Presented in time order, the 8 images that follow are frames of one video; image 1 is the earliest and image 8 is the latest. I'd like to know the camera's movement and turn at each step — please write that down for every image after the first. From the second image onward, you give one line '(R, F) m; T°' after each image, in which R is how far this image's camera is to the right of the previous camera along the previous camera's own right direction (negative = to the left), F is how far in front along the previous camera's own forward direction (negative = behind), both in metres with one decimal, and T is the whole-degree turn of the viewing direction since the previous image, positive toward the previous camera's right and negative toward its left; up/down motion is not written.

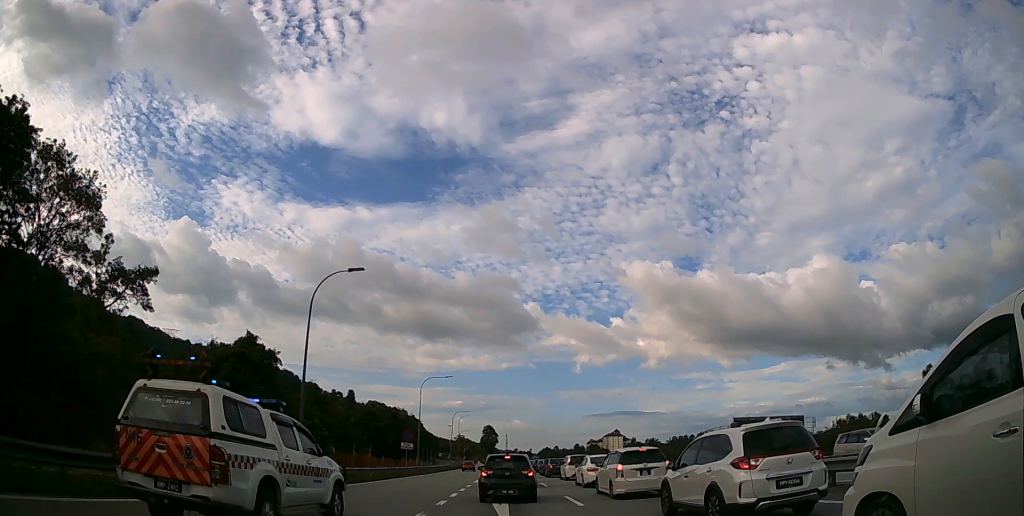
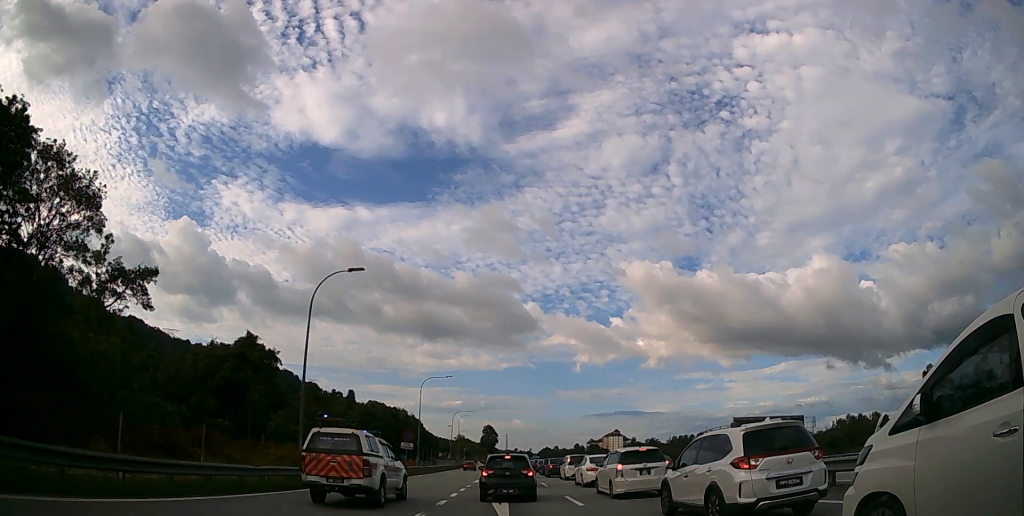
(0.0, 0.0) m; 0°
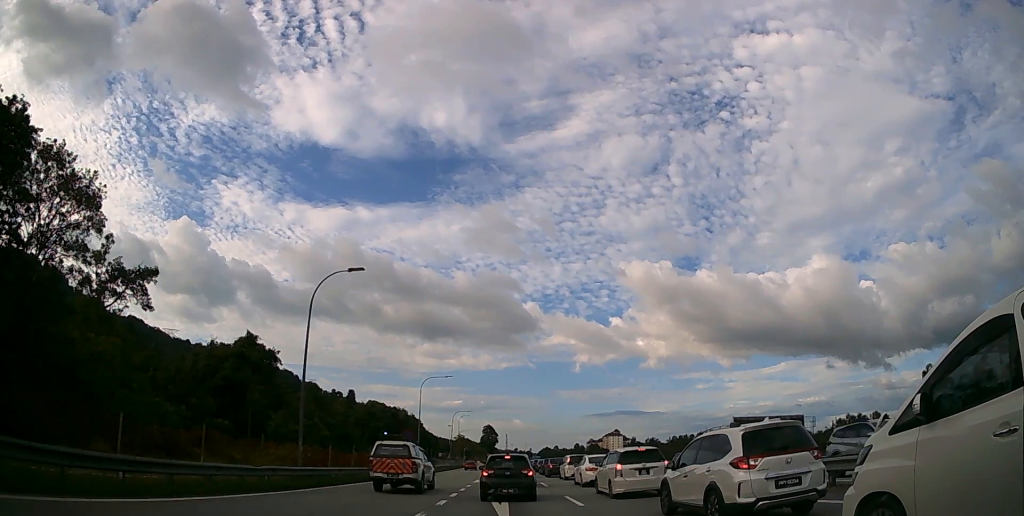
(0.0, 0.0) m; 0°
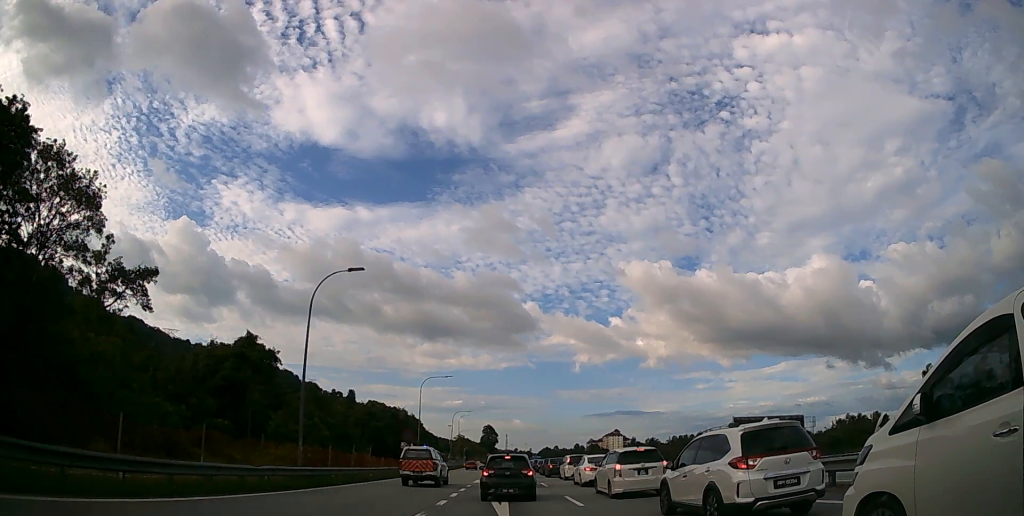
(0.0, 0.0) m; 0°
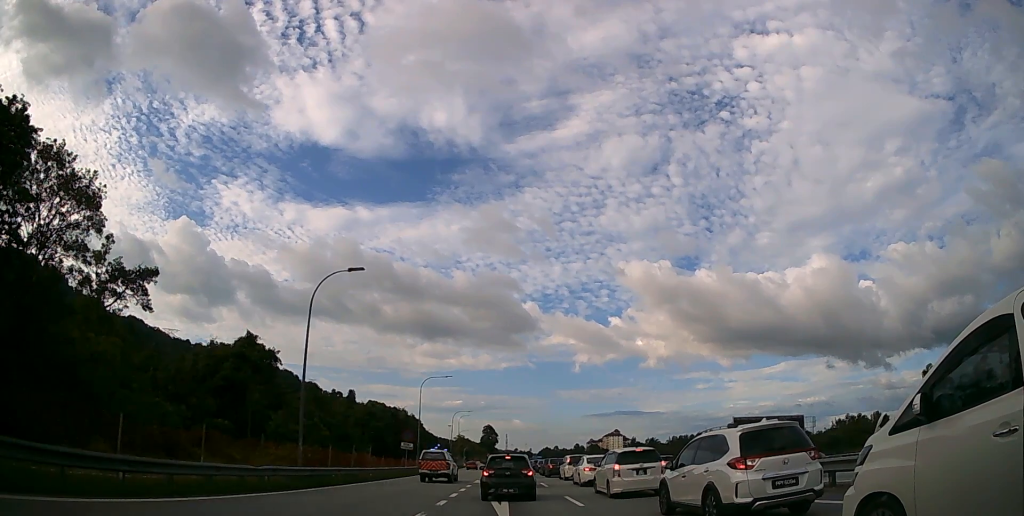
(0.0, 0.0) m; 0°
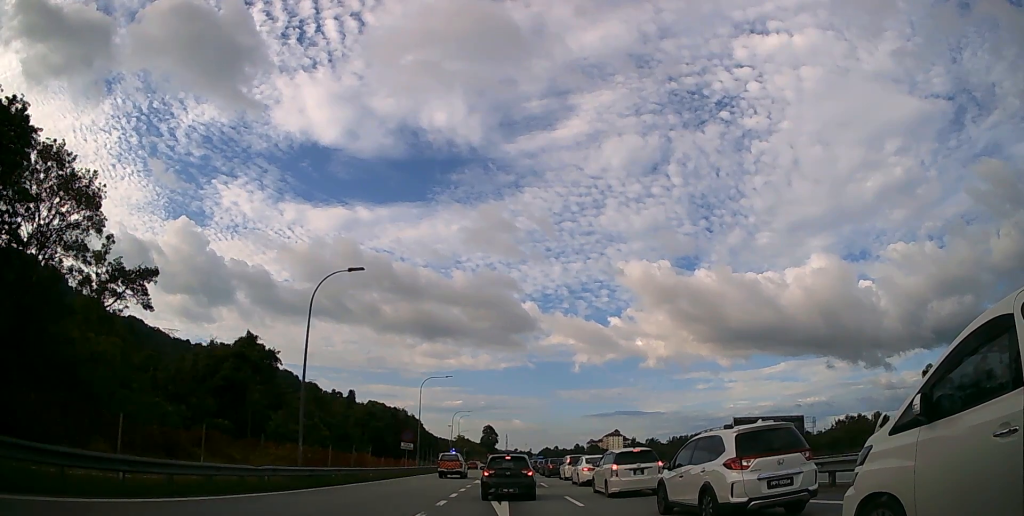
(0.0, 0.0) m; 0°
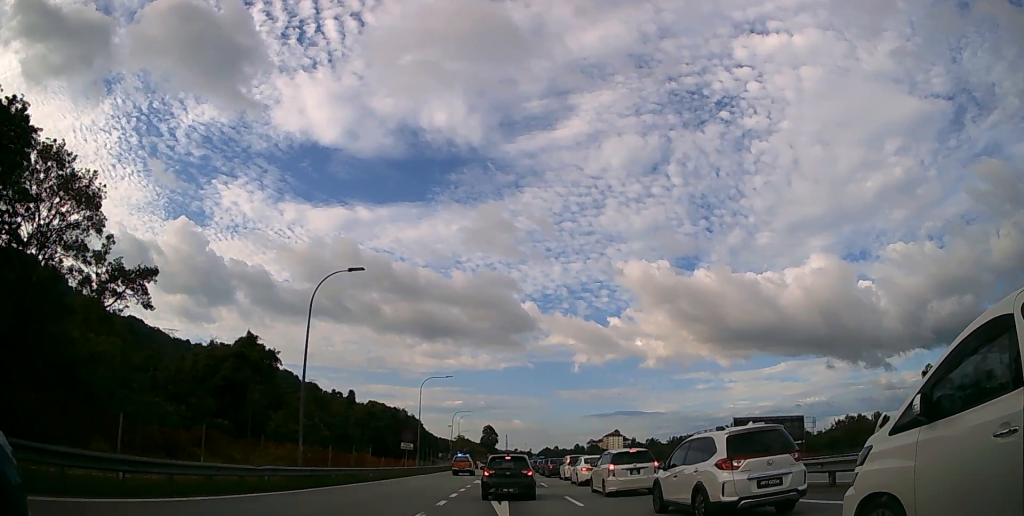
(0.0, 0.0) m; 0°
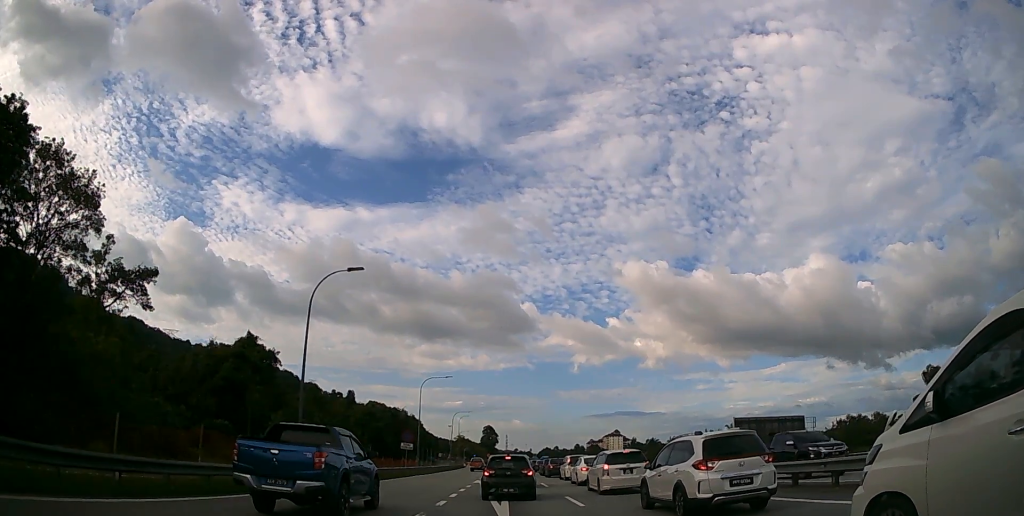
(0.0, 0.0) m; 0°
